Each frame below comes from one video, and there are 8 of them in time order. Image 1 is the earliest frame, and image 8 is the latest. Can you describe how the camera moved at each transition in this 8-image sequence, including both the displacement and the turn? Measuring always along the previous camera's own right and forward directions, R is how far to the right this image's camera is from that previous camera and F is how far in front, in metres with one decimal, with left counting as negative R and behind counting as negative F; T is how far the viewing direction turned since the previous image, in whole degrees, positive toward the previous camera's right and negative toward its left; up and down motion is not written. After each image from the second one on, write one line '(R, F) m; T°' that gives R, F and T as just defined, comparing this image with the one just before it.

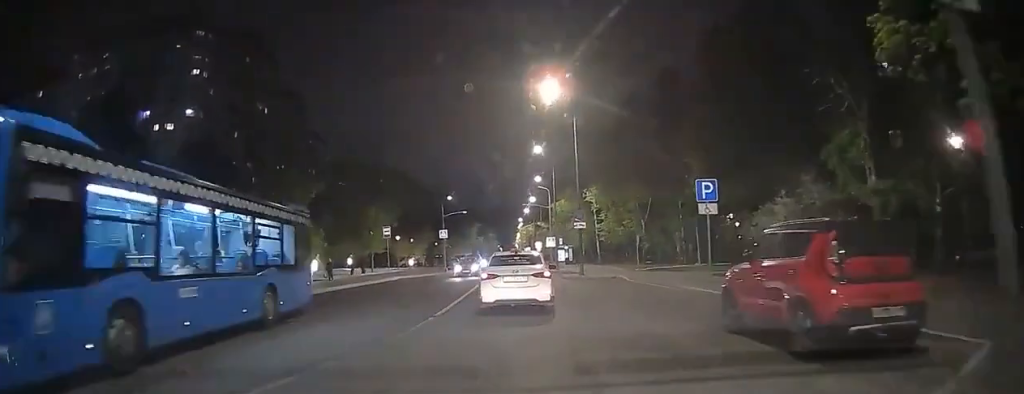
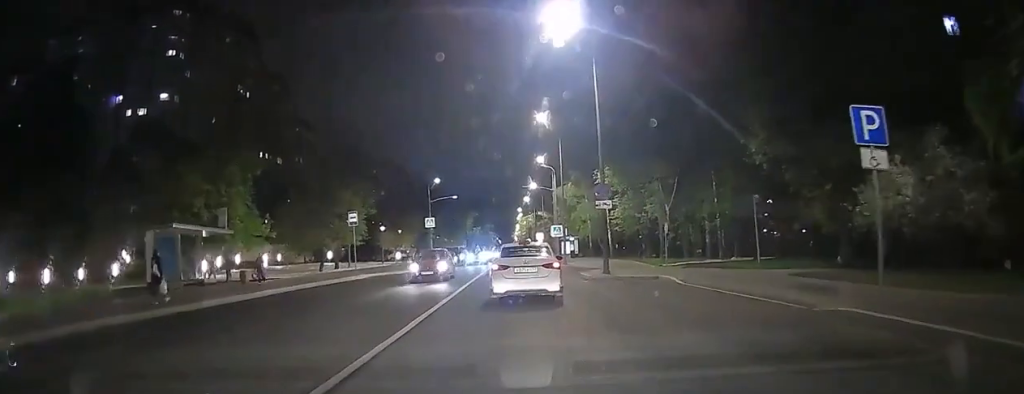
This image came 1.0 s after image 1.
(0.0, +9.9) m; 0°
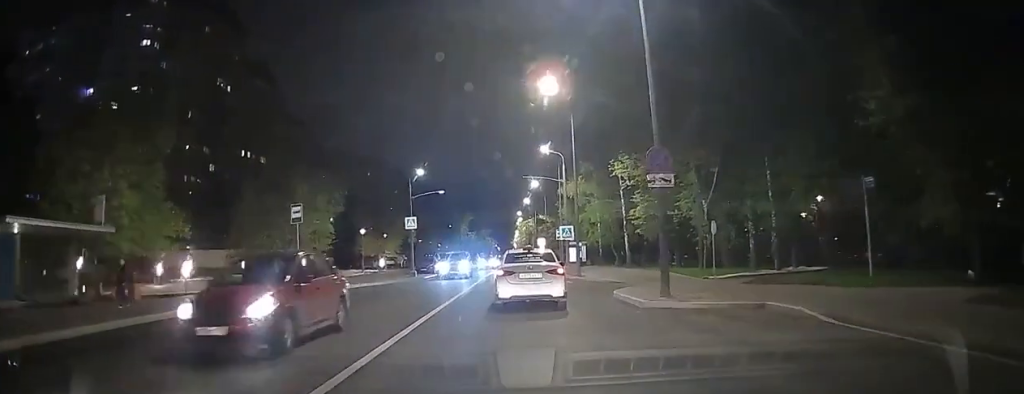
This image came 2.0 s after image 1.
(0.0, +10.2) m; 0°
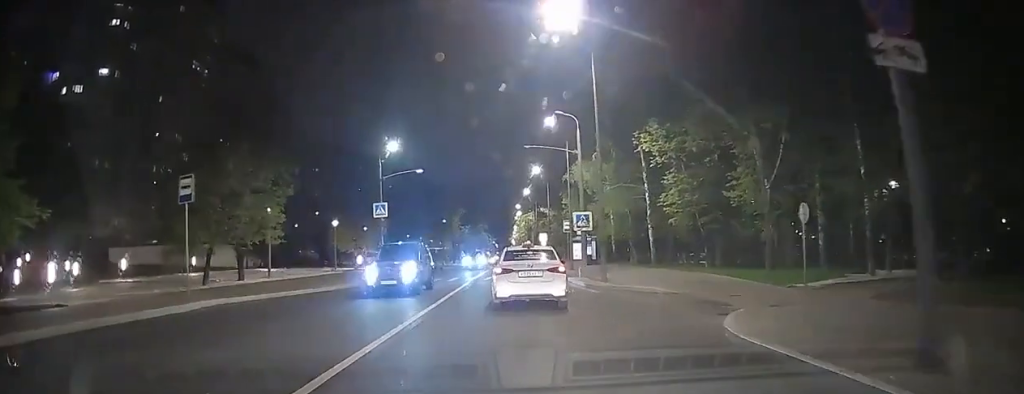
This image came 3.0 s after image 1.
(0.0, +9.6) m; 0°
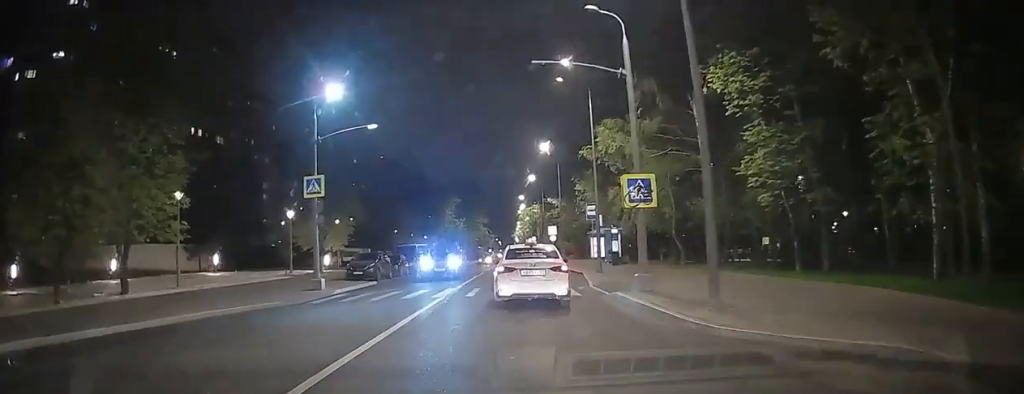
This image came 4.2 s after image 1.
(0.0, +12.7) m; 0°
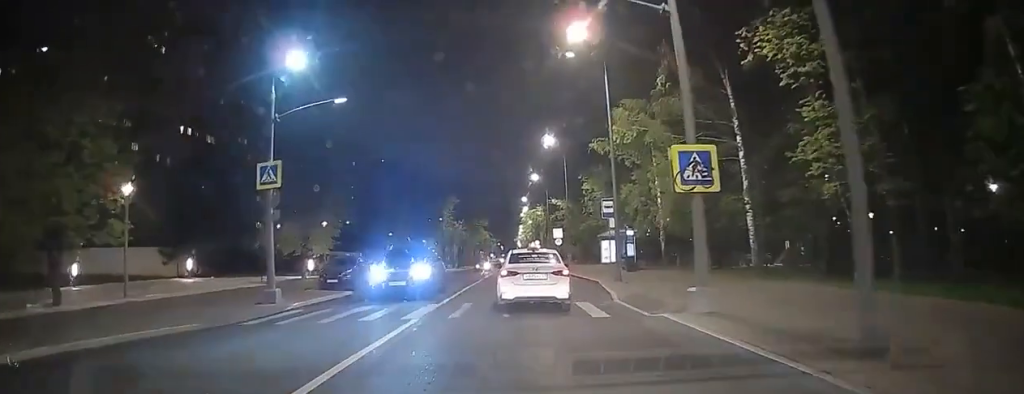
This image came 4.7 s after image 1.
(0.0, +4.9) m; 0°
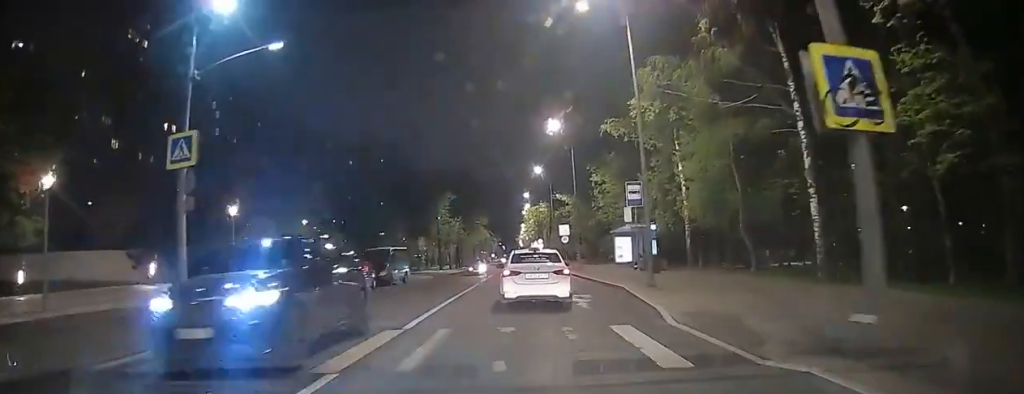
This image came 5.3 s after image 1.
(0.0, +5.7) m; 0°
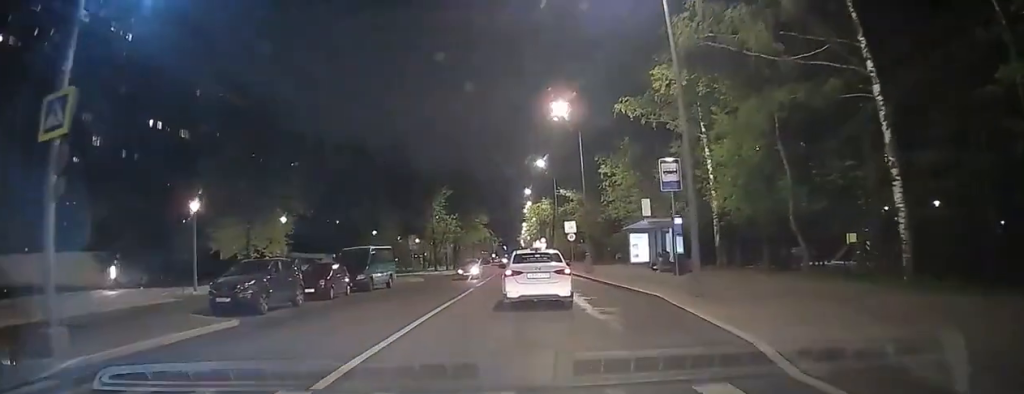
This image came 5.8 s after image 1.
(0.0, +4.9) m; 0°
